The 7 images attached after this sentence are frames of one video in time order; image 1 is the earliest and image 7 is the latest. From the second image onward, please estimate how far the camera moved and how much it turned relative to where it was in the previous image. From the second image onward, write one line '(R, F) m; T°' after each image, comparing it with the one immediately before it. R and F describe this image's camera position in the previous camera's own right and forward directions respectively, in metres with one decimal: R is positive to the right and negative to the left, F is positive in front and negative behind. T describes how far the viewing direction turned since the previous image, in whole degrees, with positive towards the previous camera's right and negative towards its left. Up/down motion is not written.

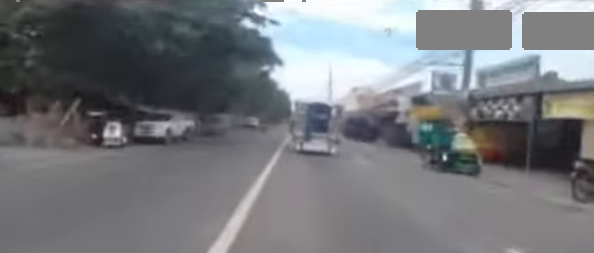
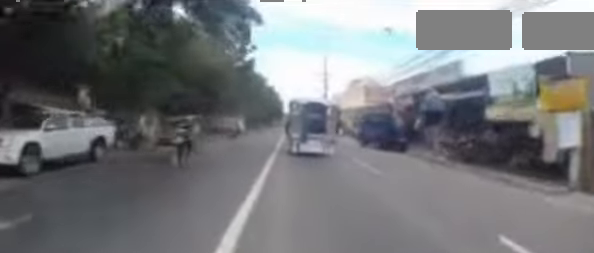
(0.0, +8.1) m; +2°
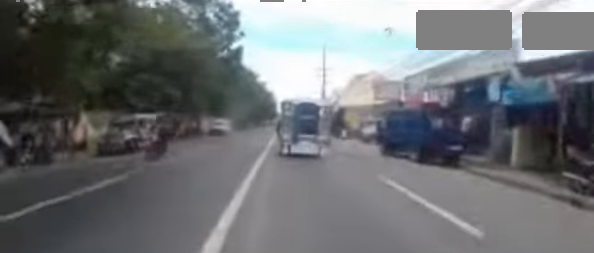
(+0.2, +5.5) m; +2°
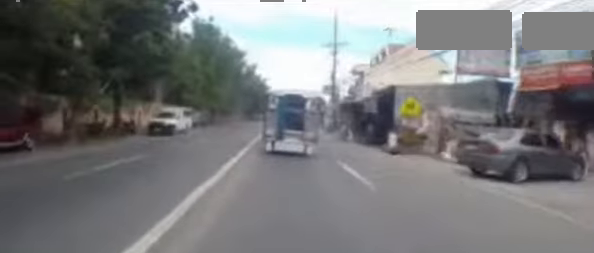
(0.0, +15.6) m; +3°
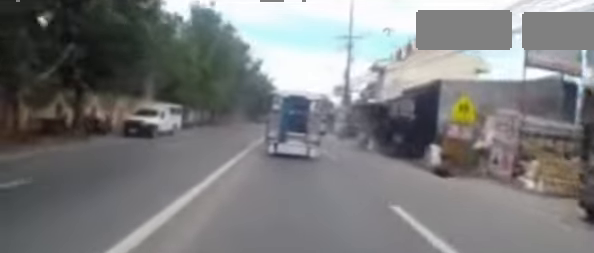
(+0.3, +4.0) m; 0°
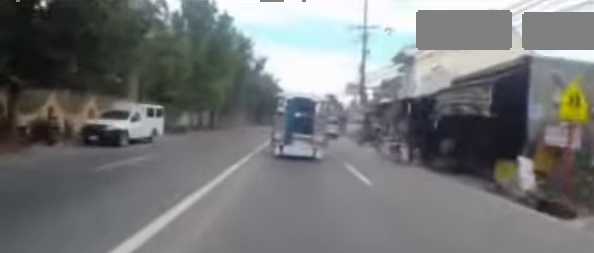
(+0.2, +4.3) m; 0°
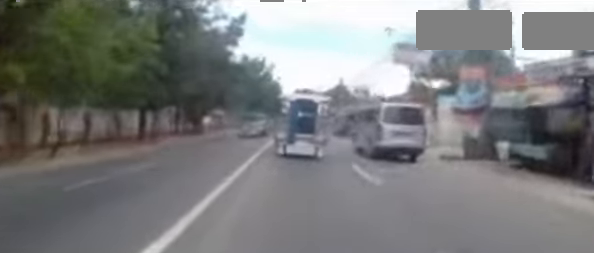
(-1.2, +18.9) m; -3°
